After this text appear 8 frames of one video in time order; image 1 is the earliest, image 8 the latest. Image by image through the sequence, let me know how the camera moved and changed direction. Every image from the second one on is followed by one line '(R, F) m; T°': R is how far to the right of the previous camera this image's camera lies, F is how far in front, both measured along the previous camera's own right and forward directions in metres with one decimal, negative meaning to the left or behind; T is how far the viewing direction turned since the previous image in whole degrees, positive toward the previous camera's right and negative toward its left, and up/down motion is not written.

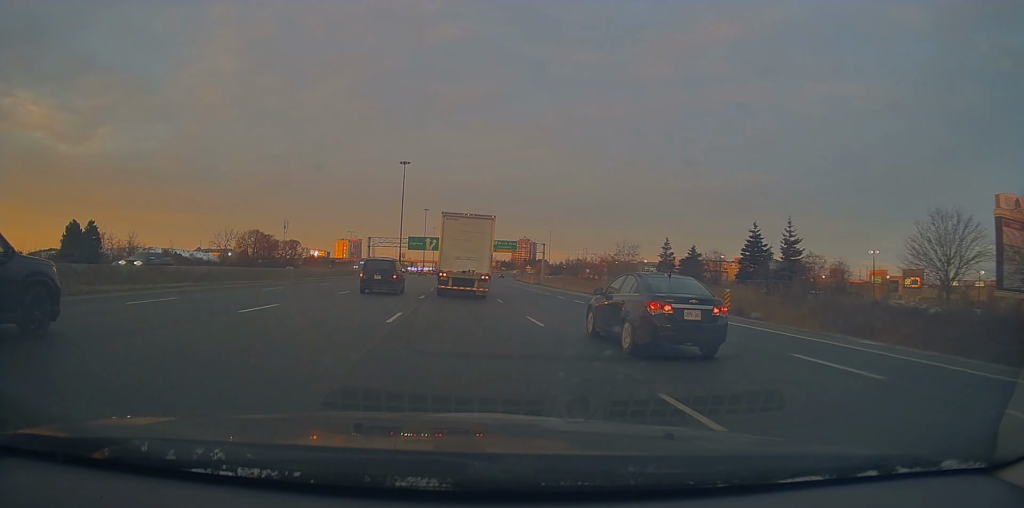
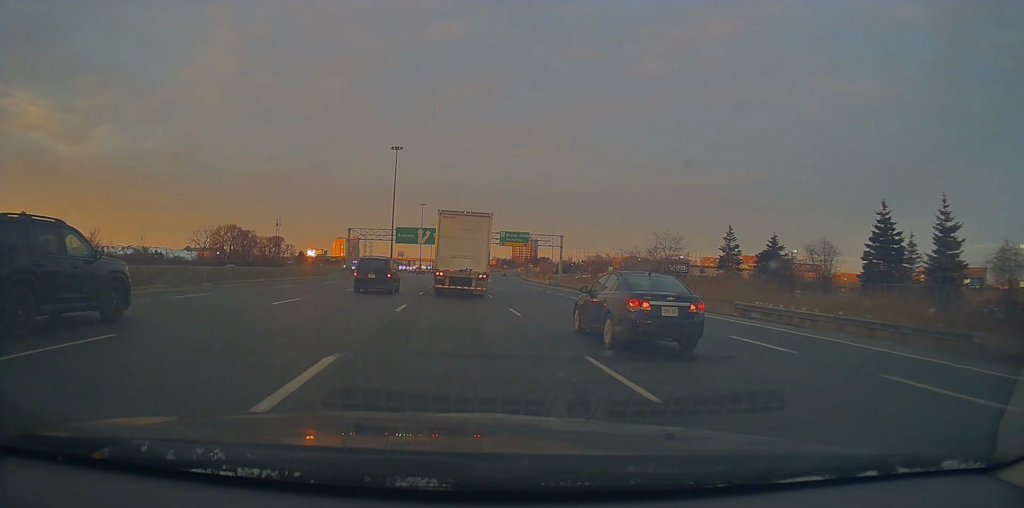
(-0.2, +20.8) m; -1°
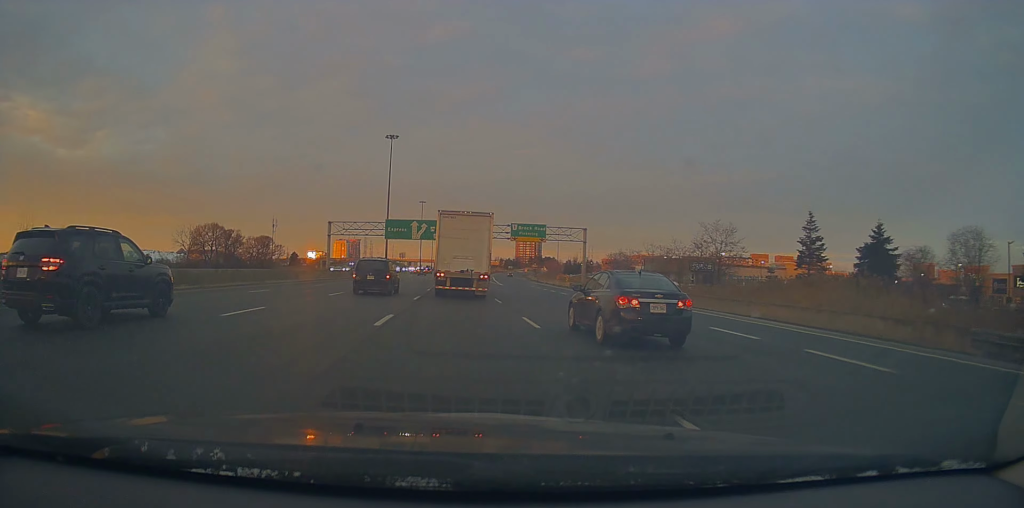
(-0.1, +16.0) m; 0°
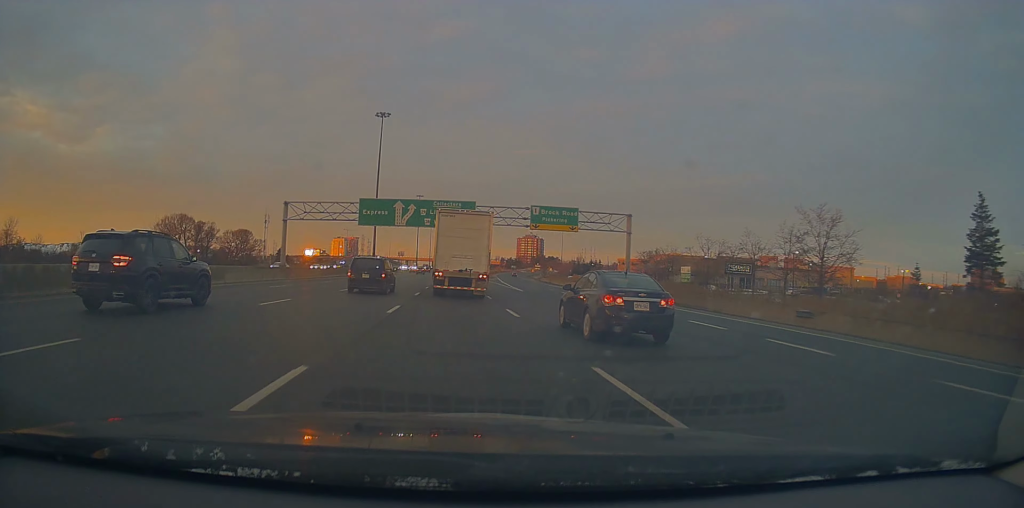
(0.0, +20.7) m; +1°
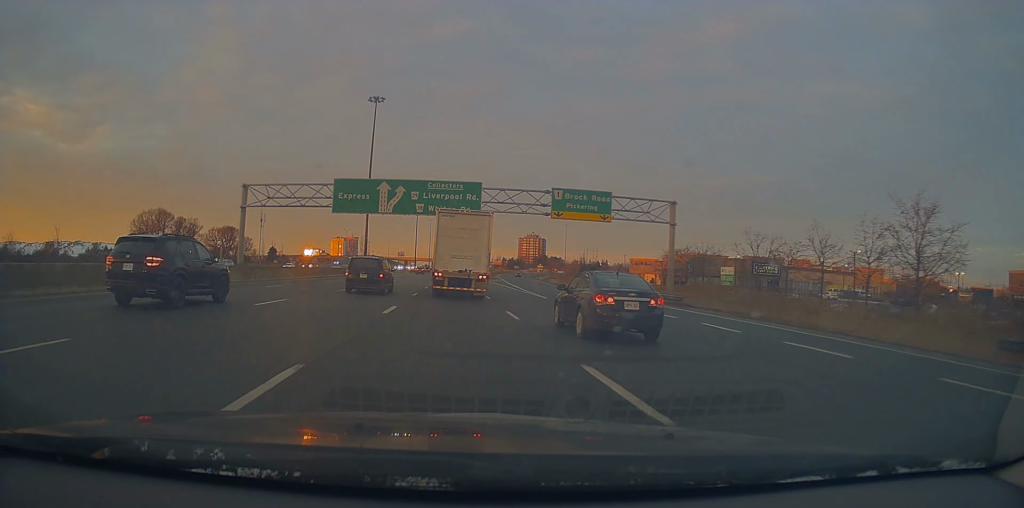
(+0.3, +12.2) m; 0°
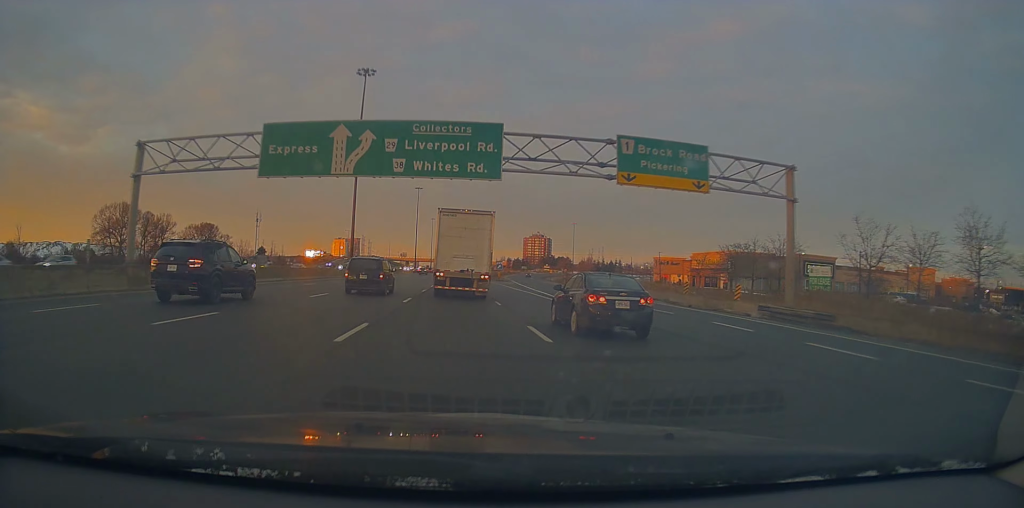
(+0.1, +17.8) m; 0°
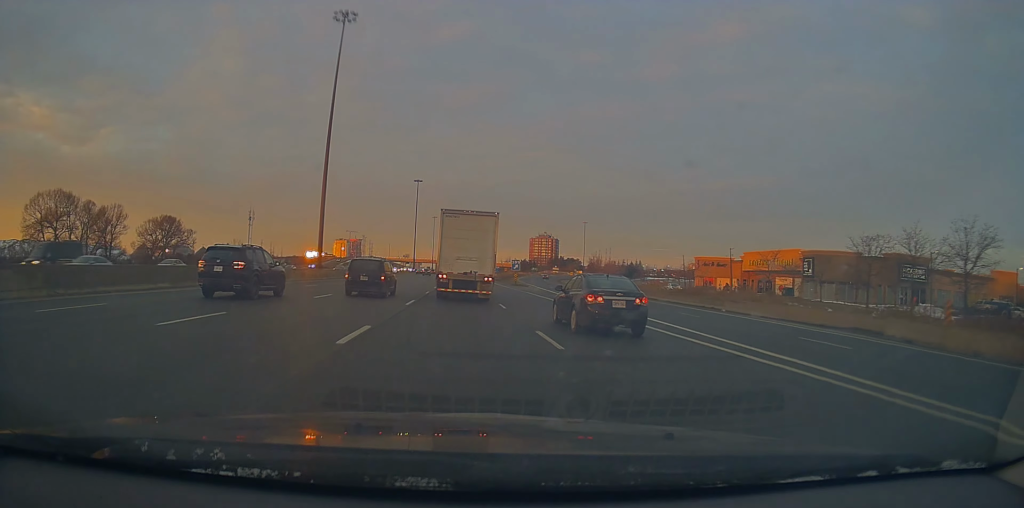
(-0.4, +24.3) m; -1°
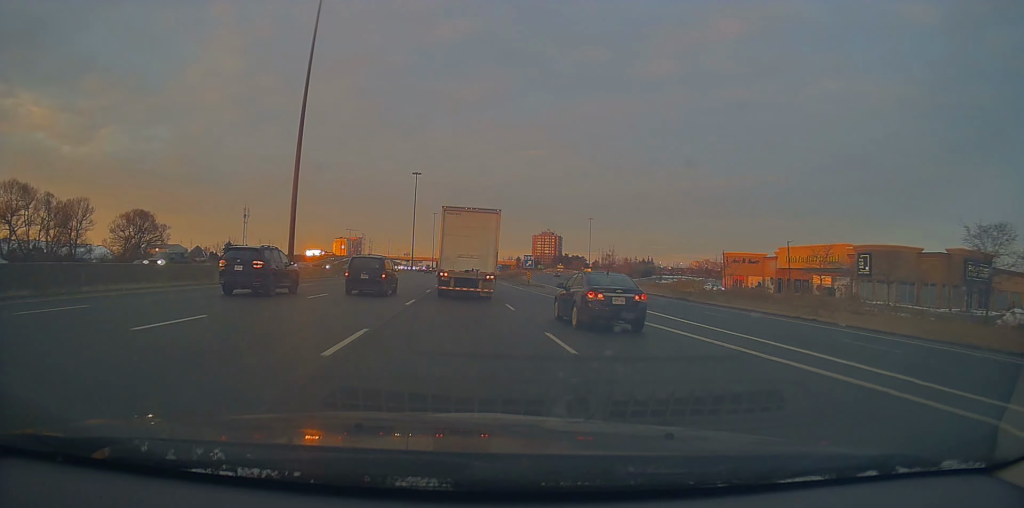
(+0.1, +13.1) m; 0°
